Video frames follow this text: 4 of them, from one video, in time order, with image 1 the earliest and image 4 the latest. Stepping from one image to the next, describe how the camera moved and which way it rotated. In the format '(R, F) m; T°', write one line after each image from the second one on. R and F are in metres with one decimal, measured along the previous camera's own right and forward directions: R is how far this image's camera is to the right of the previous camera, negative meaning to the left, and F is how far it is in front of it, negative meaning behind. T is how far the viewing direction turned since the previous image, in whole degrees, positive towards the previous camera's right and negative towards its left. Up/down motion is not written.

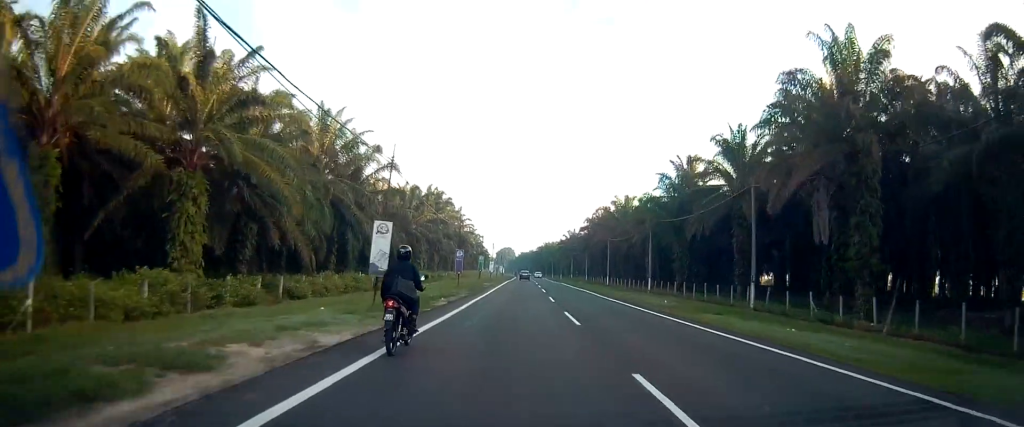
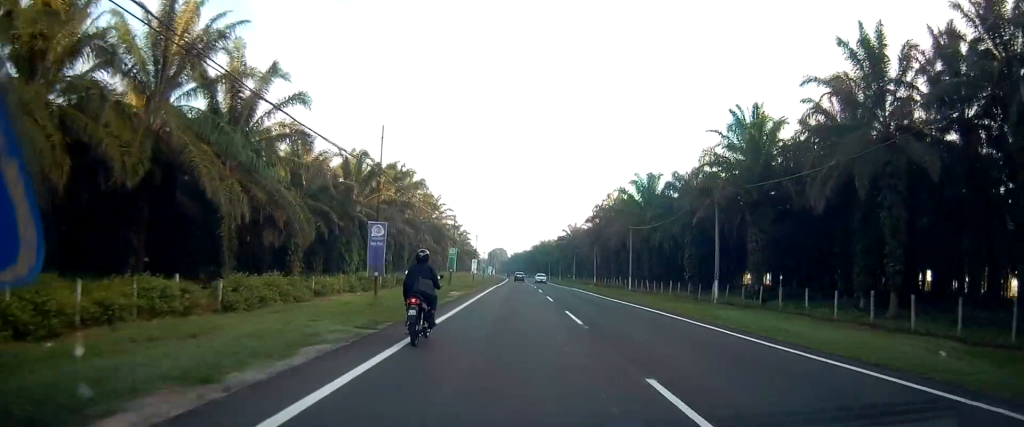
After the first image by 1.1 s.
(+0.7, +25.0) m; 0°
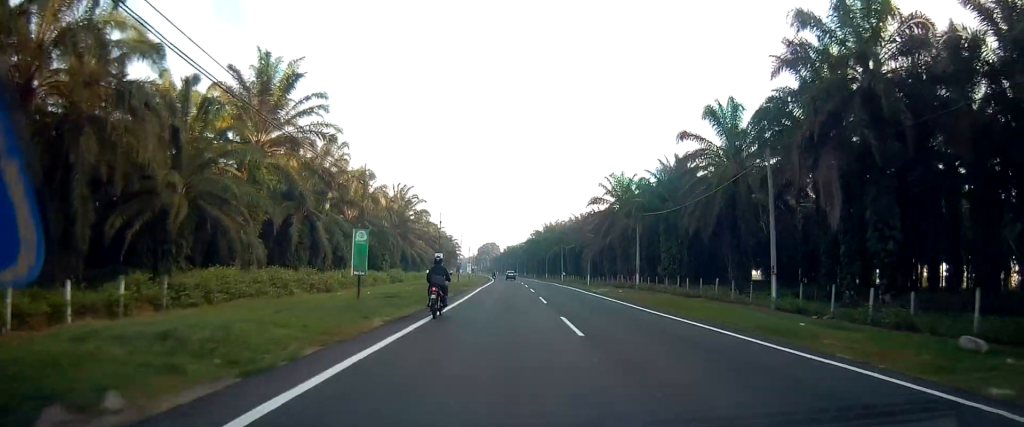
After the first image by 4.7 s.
(+0.3, +75.7) m; 0°
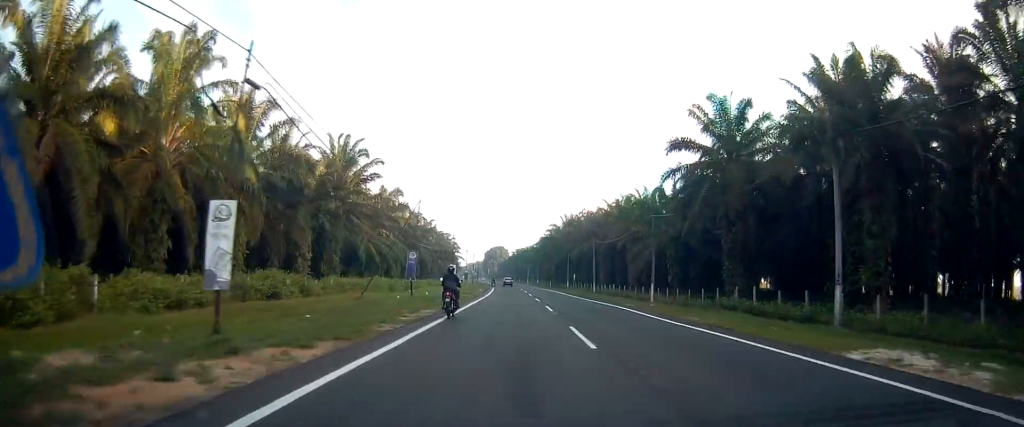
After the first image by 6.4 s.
(+0.2, +38.0) m; 0°
